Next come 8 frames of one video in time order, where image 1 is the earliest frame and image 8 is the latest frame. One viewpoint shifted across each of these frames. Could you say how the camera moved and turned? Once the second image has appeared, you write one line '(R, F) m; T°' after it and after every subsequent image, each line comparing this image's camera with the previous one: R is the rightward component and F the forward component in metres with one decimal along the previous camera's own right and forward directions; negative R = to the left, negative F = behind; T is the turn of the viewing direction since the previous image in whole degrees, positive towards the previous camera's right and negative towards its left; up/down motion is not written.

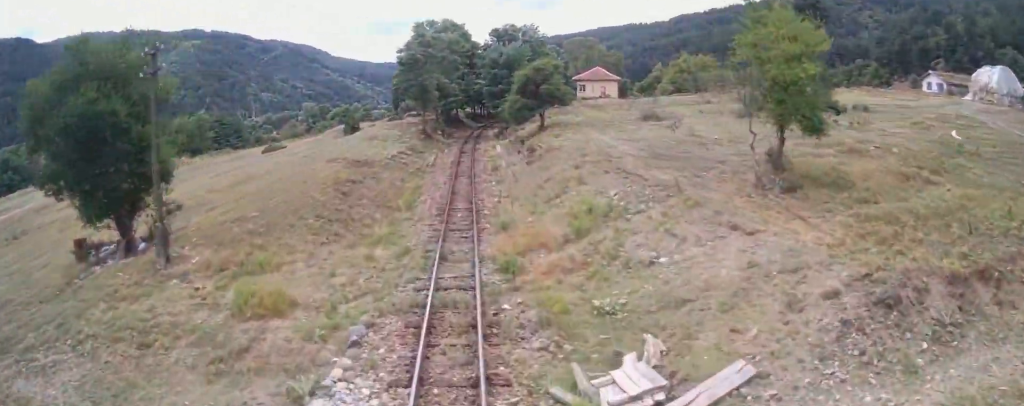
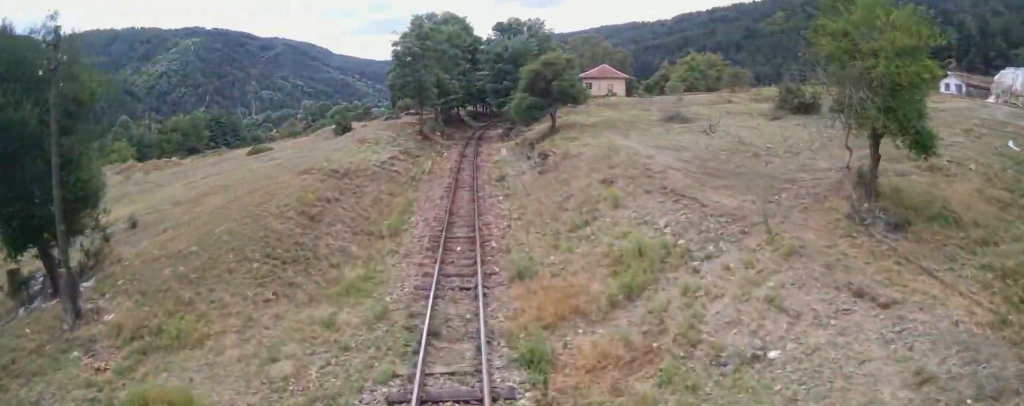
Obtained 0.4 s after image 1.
(0.0, +4.2) m; -1°
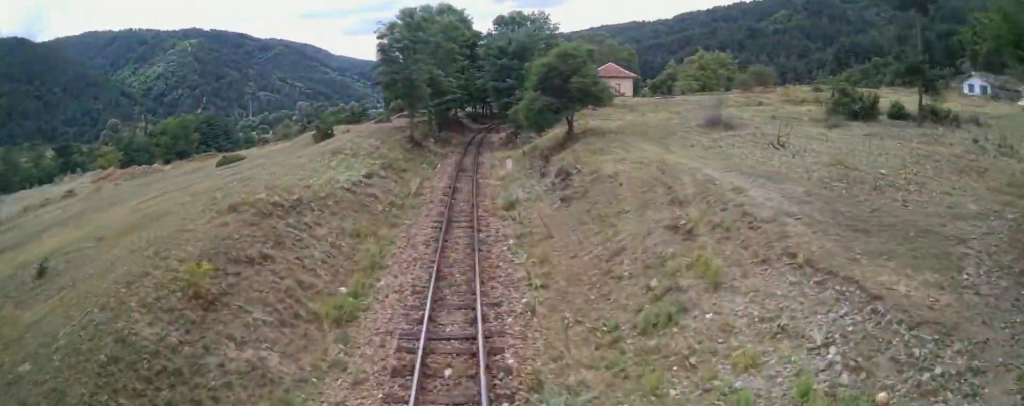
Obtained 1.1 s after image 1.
(0.0, +6.1) m; -1°
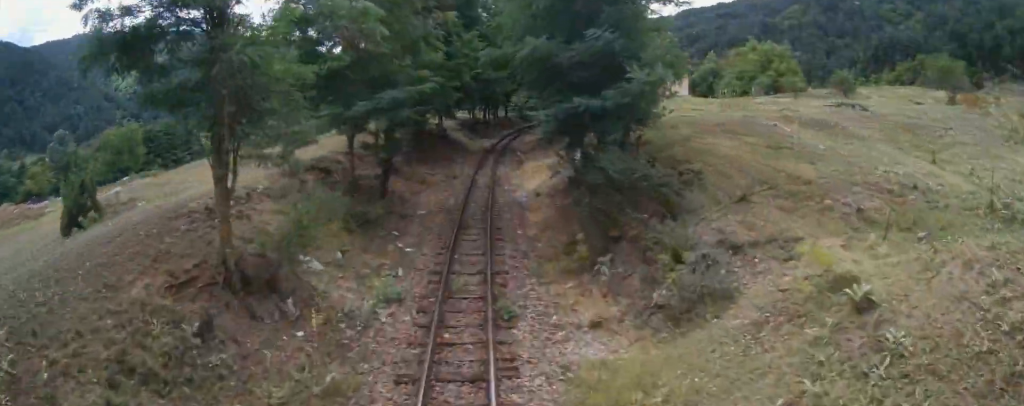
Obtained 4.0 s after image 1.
(-0.1, +28.7) m; -1°
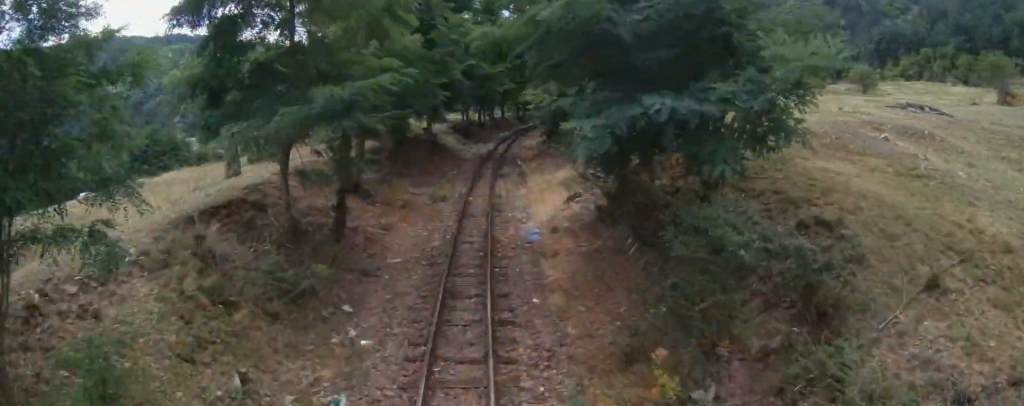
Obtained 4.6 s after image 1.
(0.0, +5.6) m; 0°
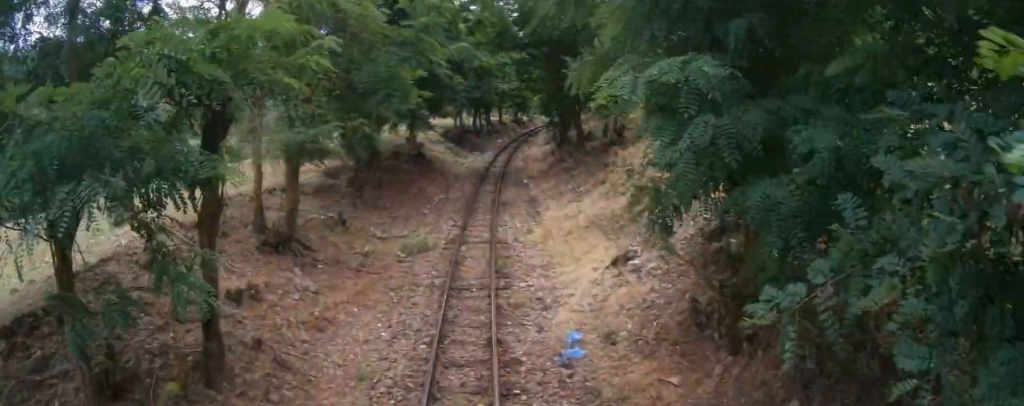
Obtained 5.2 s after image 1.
(+0.1, +6.8) m; +1°
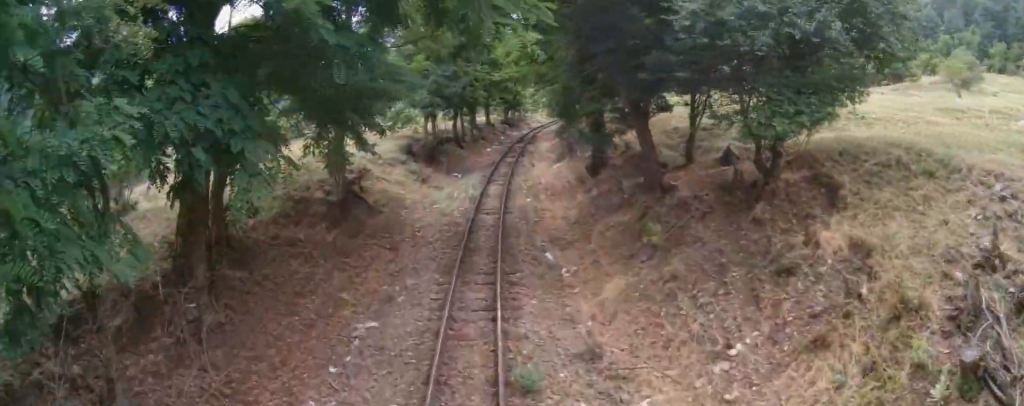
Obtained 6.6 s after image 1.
(-0.1, +13.1) m; -1°
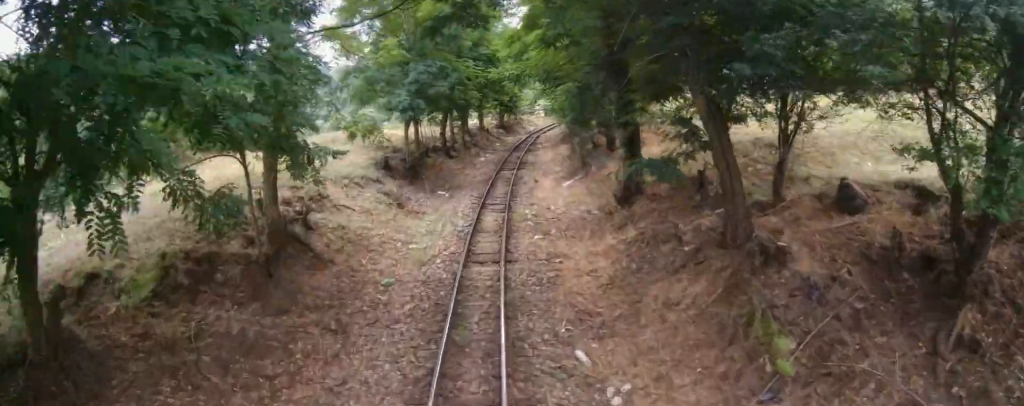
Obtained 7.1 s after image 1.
(-0.1, +5.1) m; +1°
